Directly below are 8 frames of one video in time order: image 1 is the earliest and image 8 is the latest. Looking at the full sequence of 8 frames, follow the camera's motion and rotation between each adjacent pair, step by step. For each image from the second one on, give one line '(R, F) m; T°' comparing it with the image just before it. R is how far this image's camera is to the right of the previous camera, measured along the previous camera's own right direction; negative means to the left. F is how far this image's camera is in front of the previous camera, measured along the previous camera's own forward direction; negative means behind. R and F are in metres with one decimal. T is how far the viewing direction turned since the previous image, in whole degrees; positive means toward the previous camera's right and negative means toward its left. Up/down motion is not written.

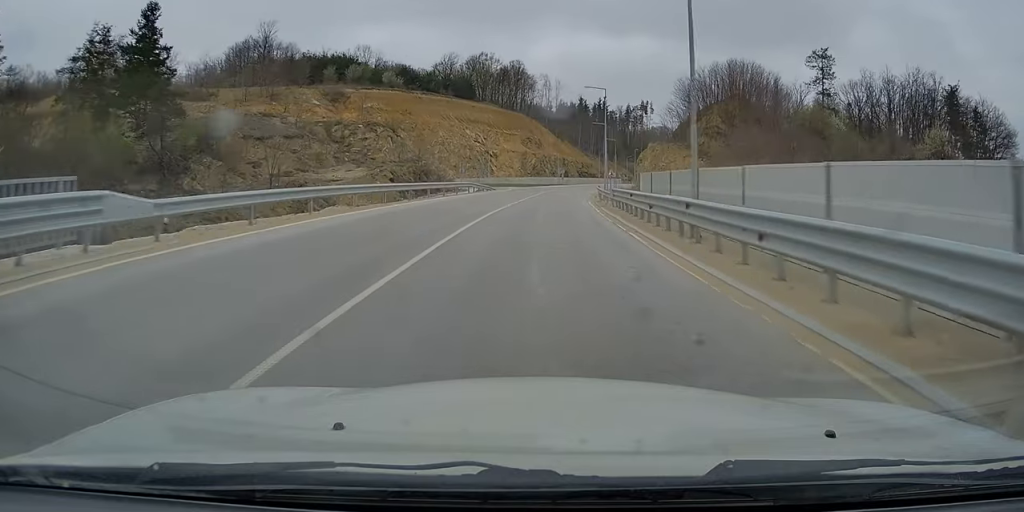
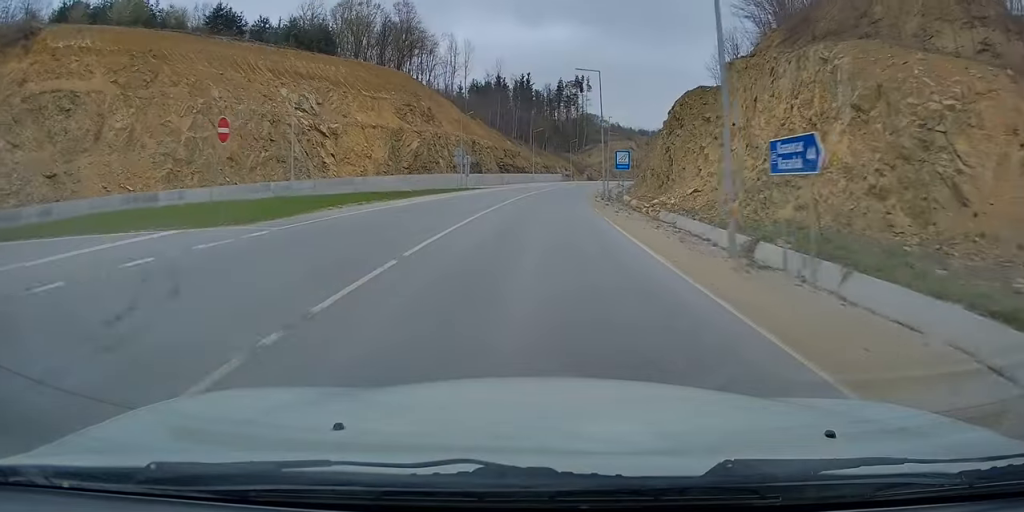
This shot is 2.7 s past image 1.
(+4.9, +66.5) m; +8°
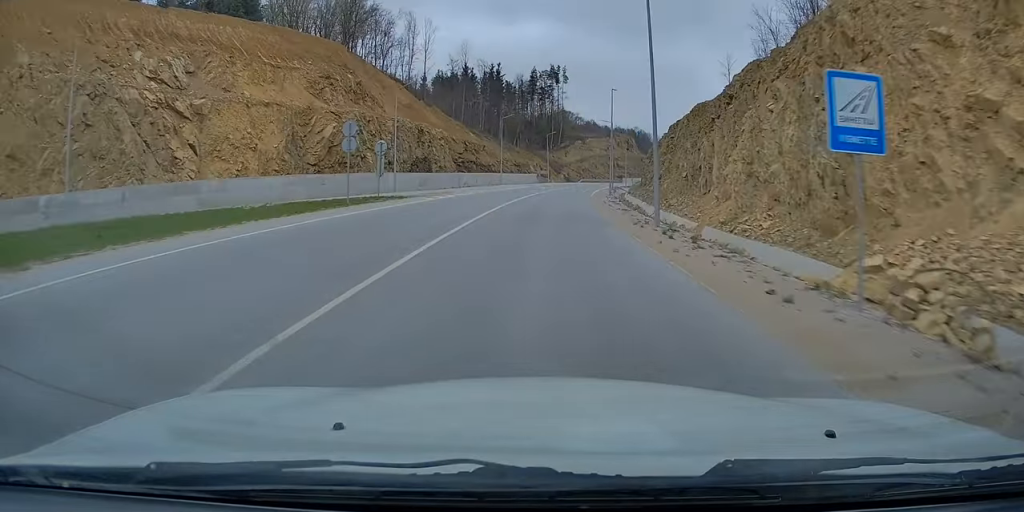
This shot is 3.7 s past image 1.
(+0.4, +23.5) m; +2°
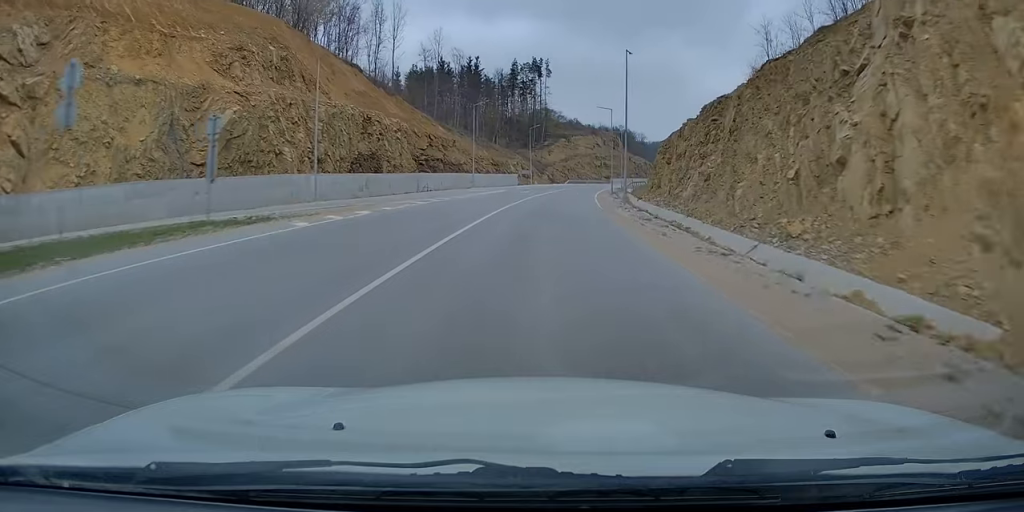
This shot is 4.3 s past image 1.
(+0.3, +15.5) m; +2°
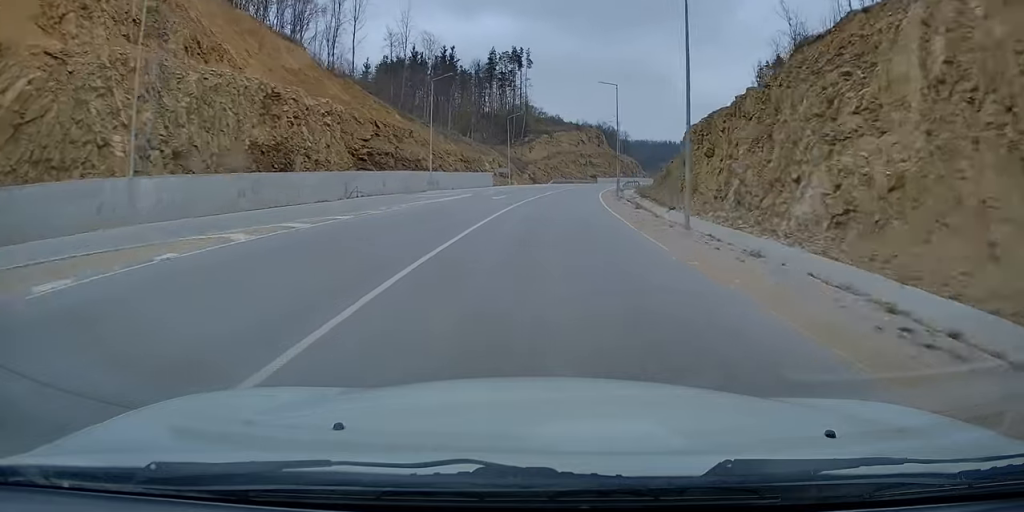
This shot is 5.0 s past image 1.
(+0.2, +16.4) m; +2°
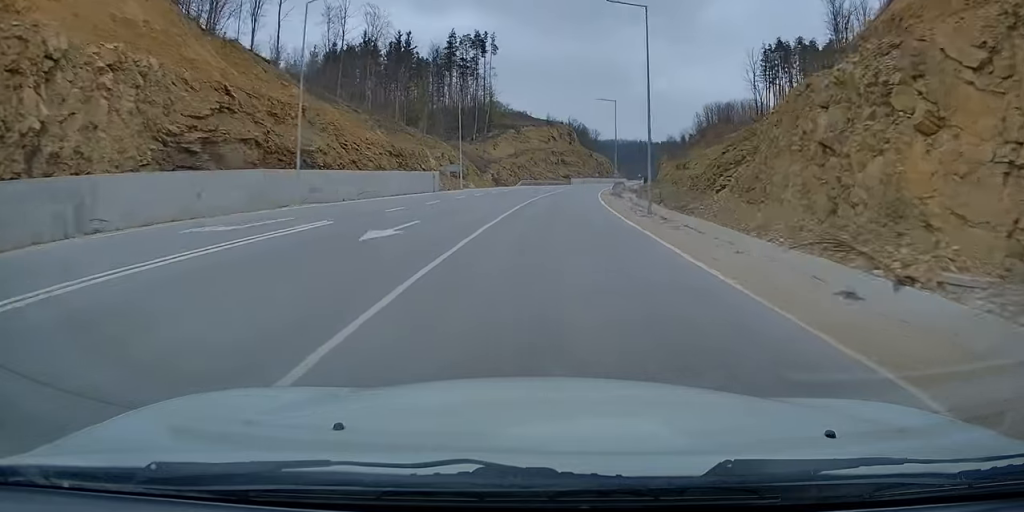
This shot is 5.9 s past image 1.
(+0.4, +22.1) m; +3°
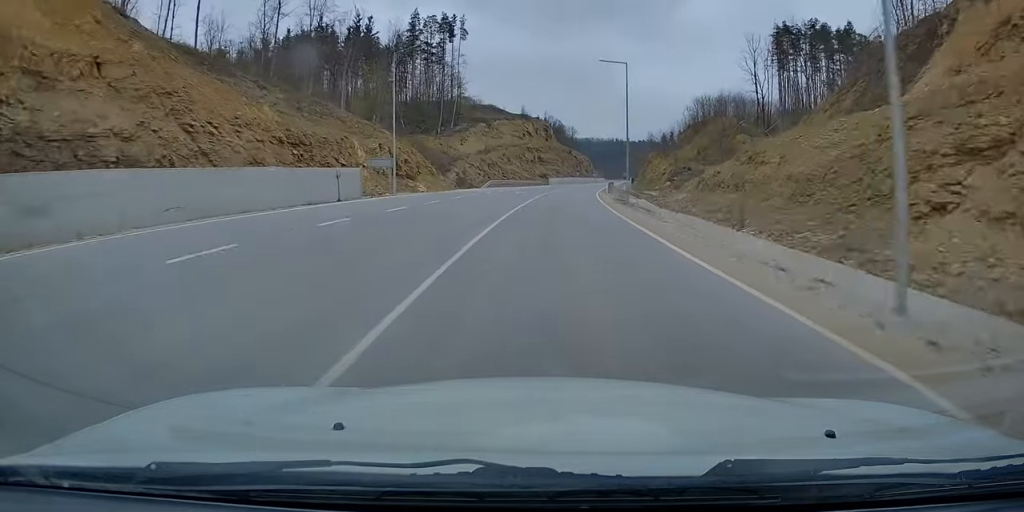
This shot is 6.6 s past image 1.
(+0.2, +18.0) m; +2°
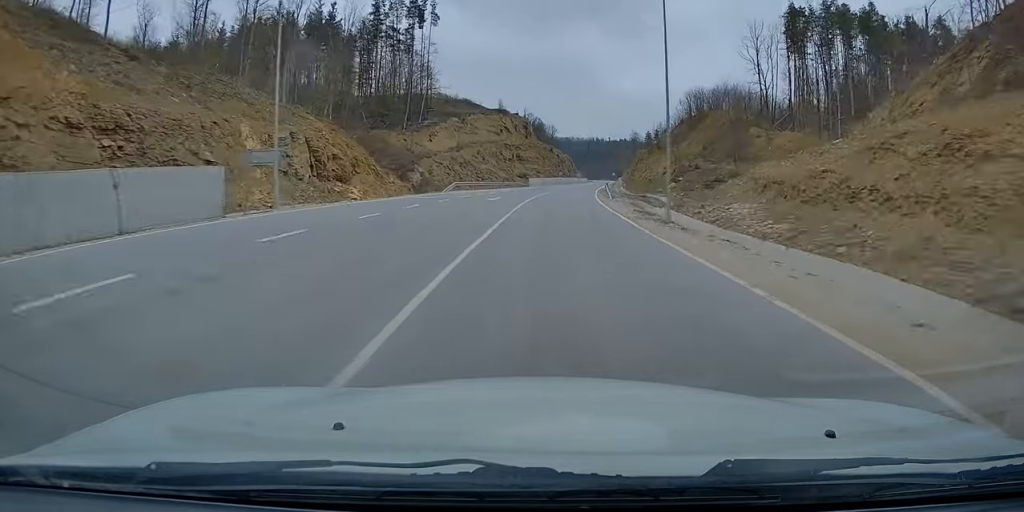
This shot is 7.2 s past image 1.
(+0.4, +15.1) m; +2°
